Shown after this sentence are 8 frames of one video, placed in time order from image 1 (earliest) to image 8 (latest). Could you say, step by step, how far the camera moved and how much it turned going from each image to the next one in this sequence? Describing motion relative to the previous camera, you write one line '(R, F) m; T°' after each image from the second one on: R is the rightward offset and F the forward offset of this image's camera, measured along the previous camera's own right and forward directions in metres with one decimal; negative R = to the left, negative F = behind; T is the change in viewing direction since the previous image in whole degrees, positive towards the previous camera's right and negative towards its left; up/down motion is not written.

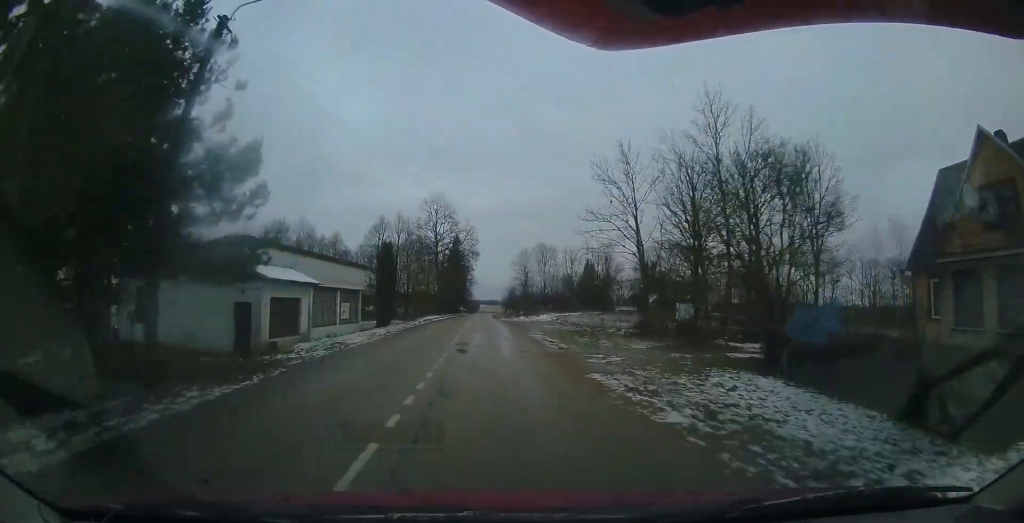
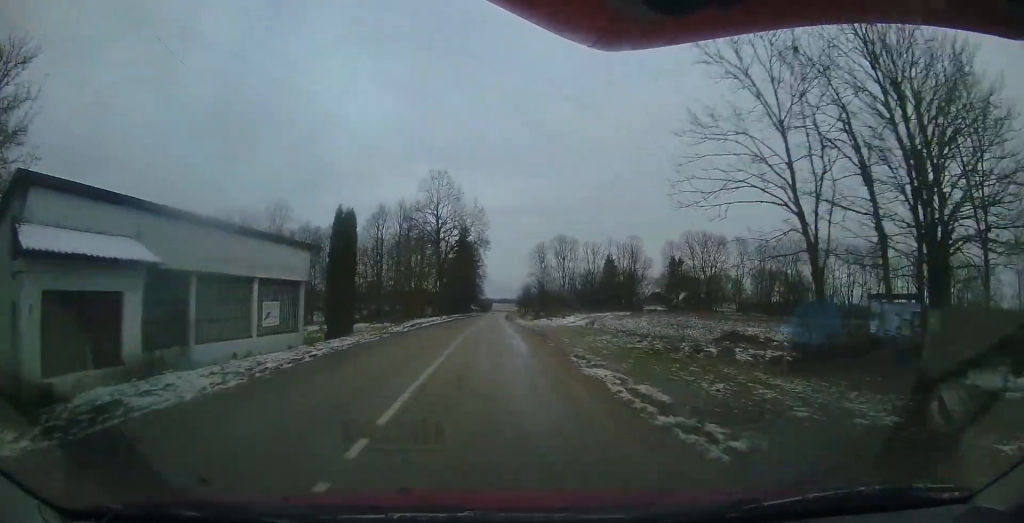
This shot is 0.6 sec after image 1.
(-0.3, +9.7) m; -1°
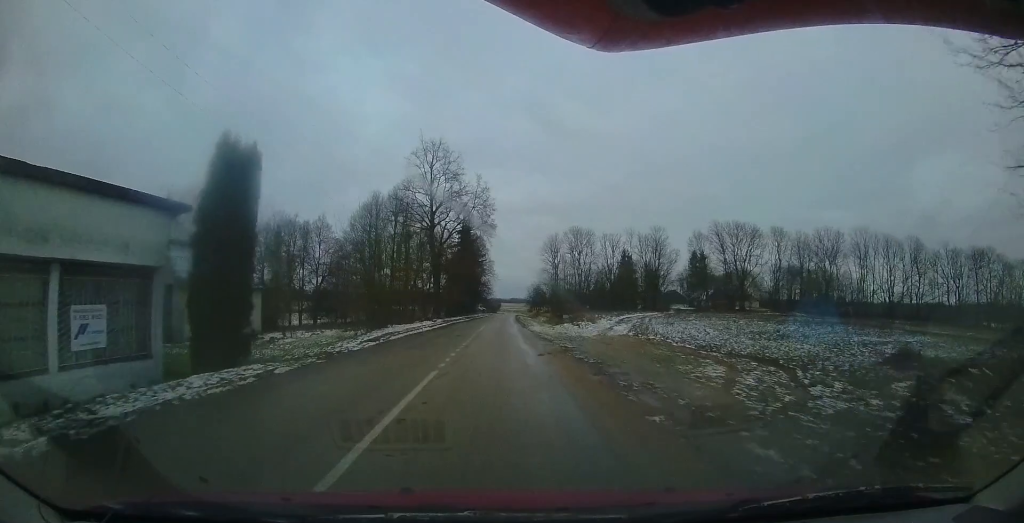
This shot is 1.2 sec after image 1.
(0.0, +8.6) m; -1°
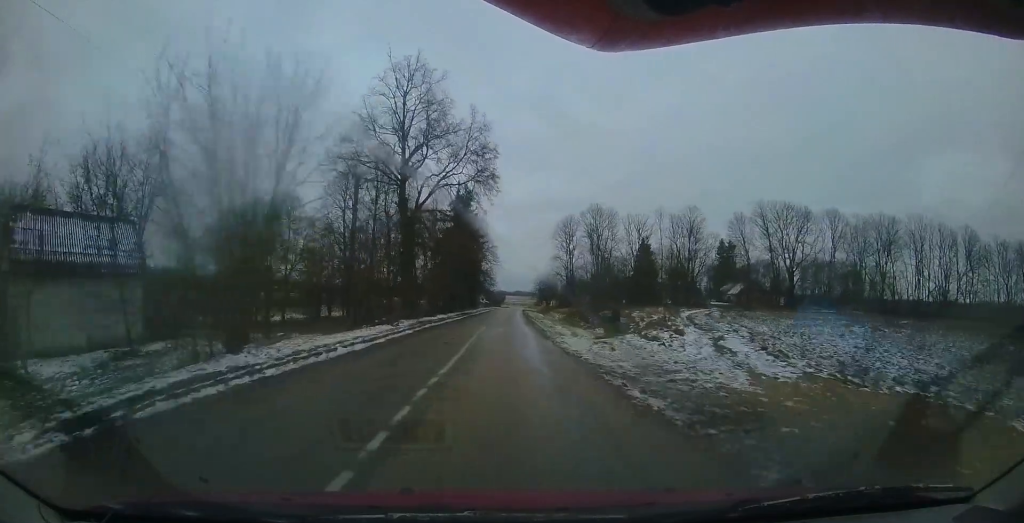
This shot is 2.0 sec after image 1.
(+0.1, +12.1) m; -1°
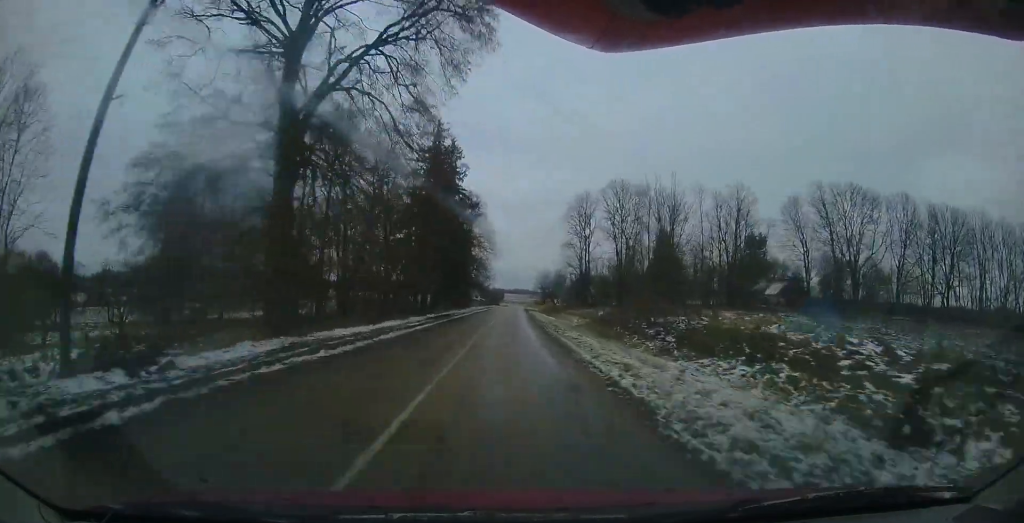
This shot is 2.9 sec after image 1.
(-0.4, +13.8) m; -2°
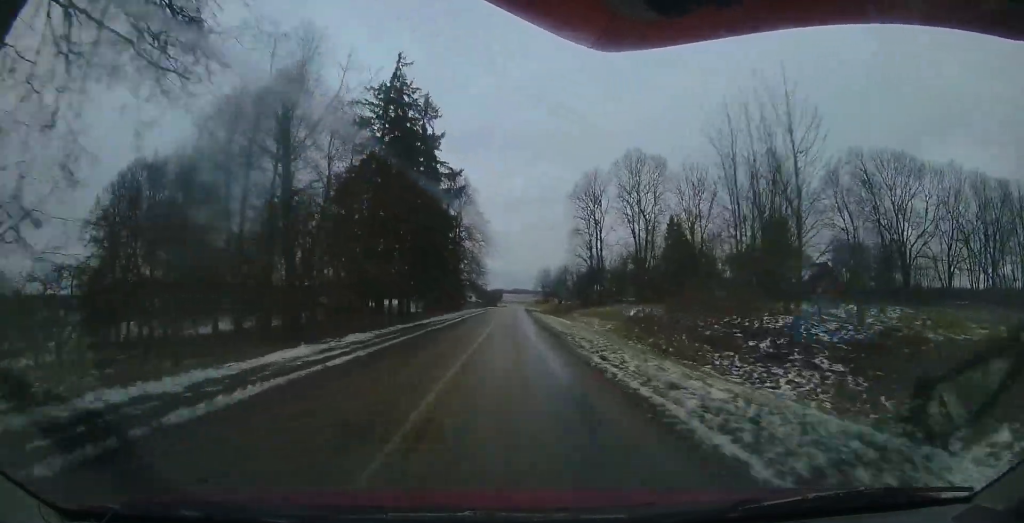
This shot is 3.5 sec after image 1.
(+0.1, +9.0) m; 0°
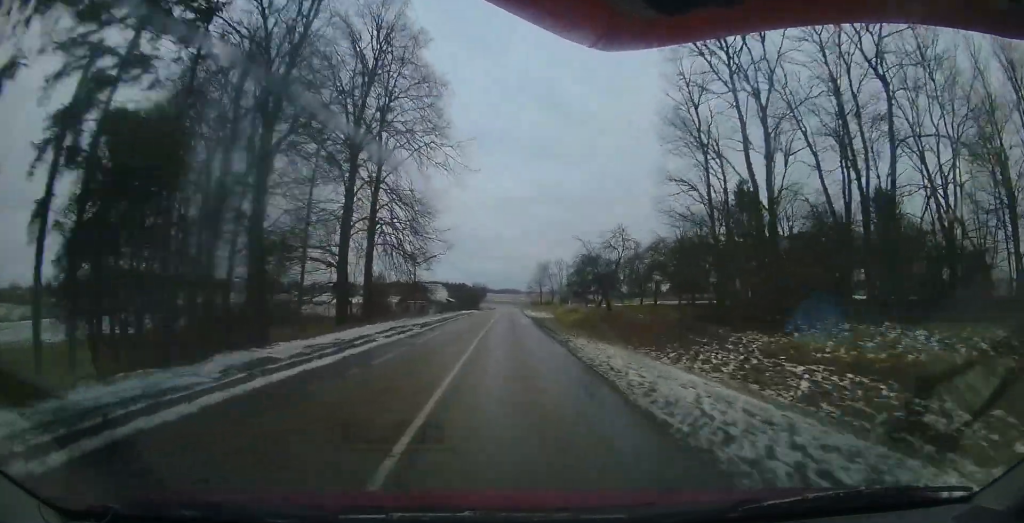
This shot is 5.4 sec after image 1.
(+0.1, +31.5) m; +2°
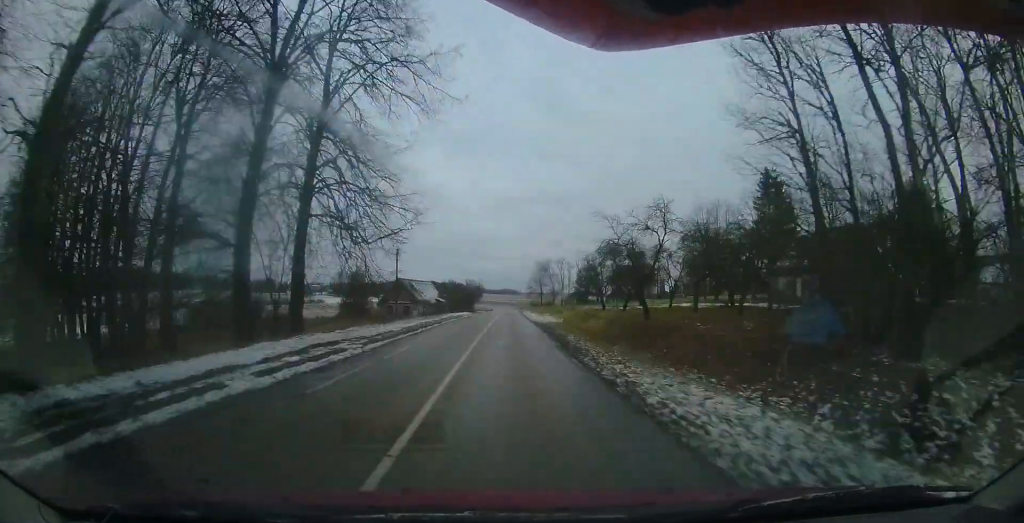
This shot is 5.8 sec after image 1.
(+0.1, +7.2) m; +1°
